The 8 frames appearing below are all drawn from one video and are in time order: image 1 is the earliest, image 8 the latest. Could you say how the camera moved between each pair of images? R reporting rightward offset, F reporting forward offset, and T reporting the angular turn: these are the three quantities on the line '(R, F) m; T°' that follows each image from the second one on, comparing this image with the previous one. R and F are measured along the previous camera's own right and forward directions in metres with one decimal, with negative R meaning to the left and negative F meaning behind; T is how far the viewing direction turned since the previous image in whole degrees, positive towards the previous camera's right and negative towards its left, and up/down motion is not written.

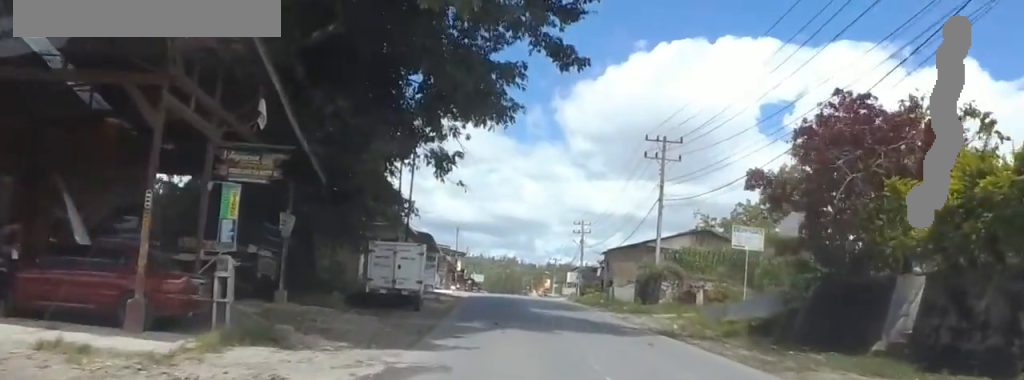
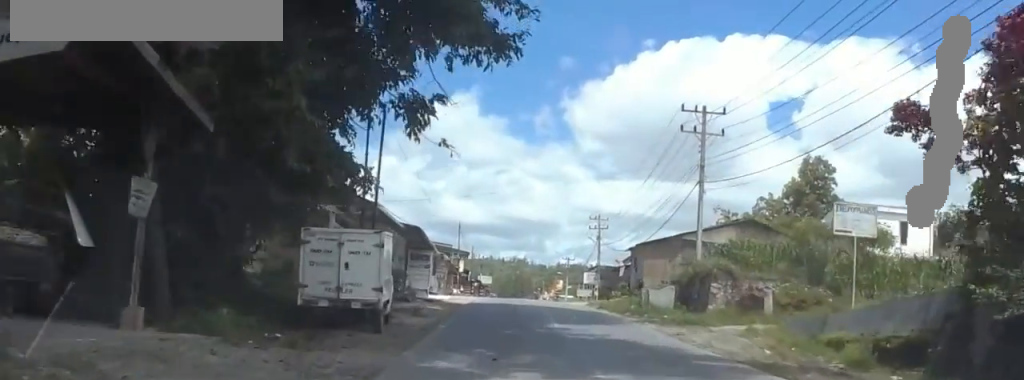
(+0.4, +9.9) m; 0°
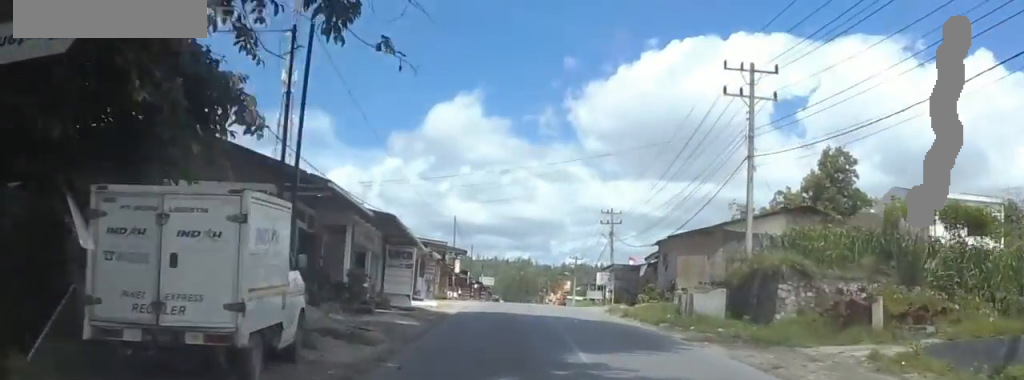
(+0.6, +9.4) m; 0°
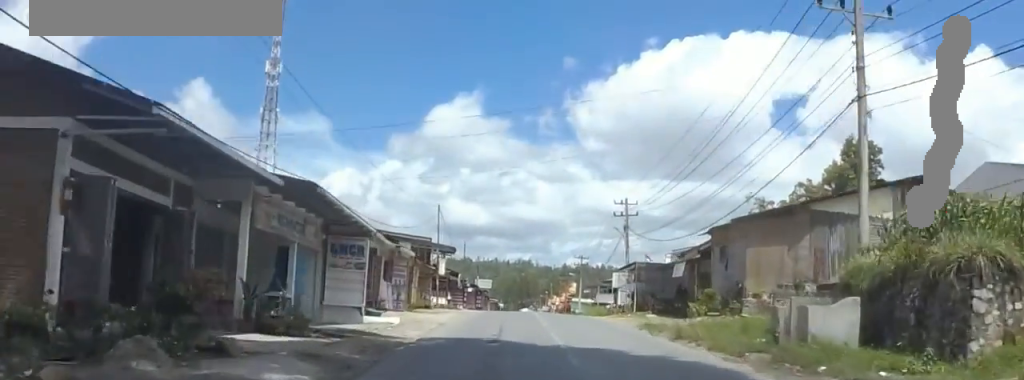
(-1.1, +12.5) m; -5°
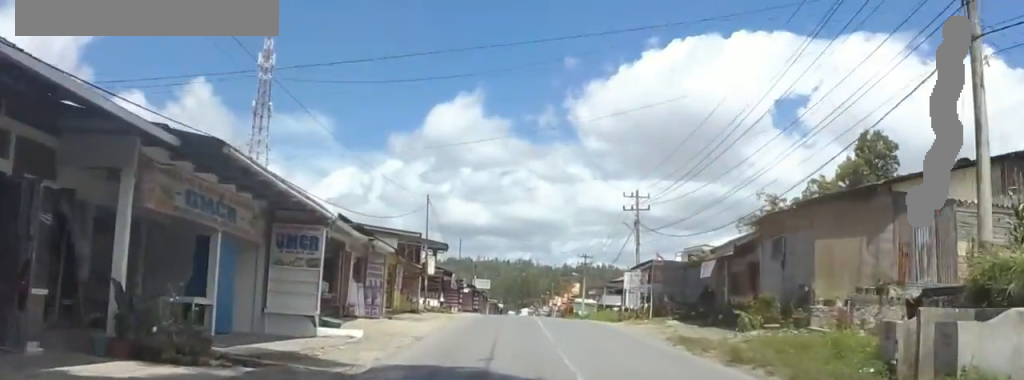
(-0.1, +6.5) m; +2°
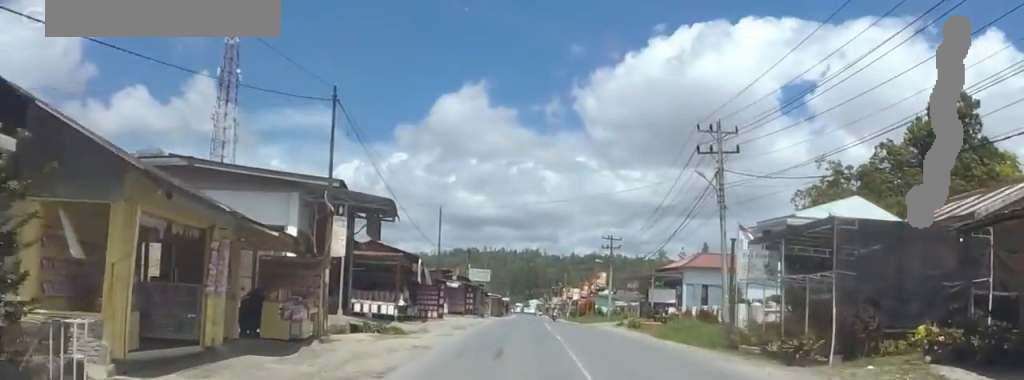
(+1.9, +25.6) m; +3°
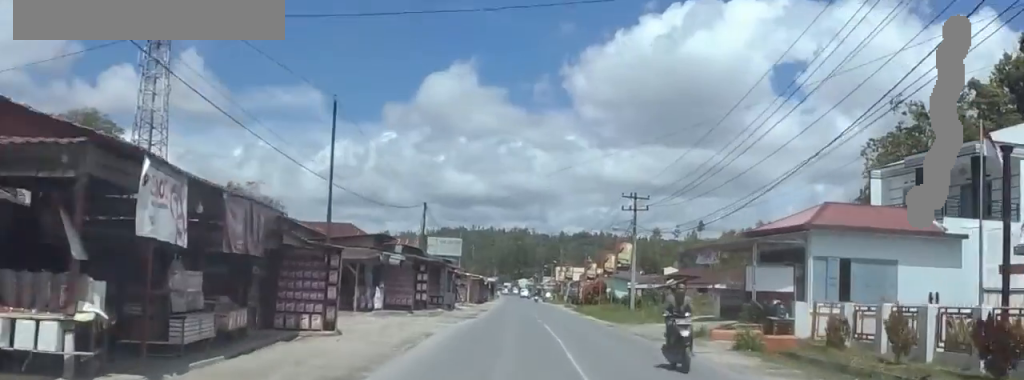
(-2.3, +27.6) m; -5°
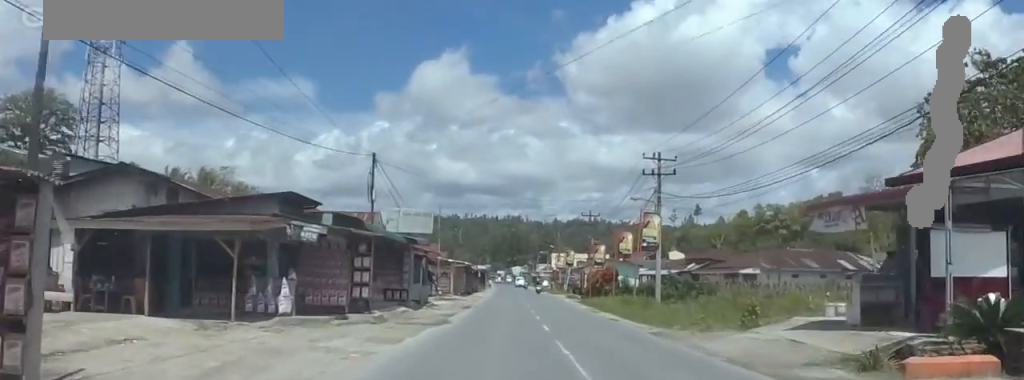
(0.0, +14.8) m; 0°
